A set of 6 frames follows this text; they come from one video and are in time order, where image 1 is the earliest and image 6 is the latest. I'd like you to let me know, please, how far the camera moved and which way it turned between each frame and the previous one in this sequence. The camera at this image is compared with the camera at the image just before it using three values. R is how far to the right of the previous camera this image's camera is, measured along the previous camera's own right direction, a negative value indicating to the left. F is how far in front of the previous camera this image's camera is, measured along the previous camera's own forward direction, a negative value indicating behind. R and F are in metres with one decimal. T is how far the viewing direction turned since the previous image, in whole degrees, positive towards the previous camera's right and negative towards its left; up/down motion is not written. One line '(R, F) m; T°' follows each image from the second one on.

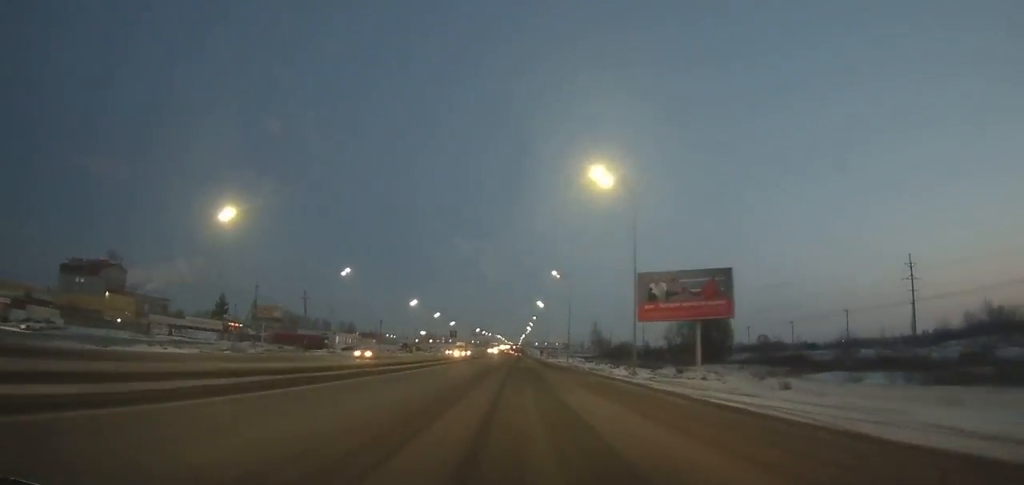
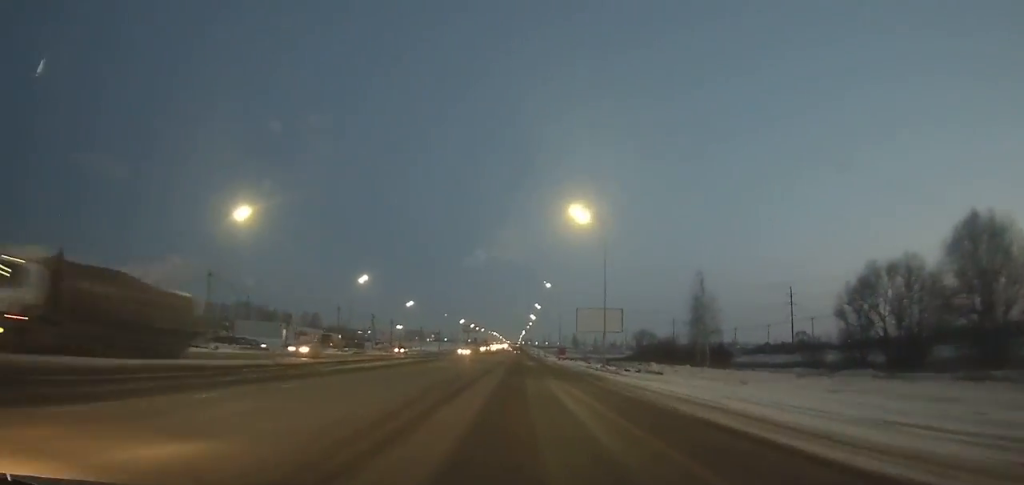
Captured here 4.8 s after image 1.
(+0.1, +82.7) m; 0°
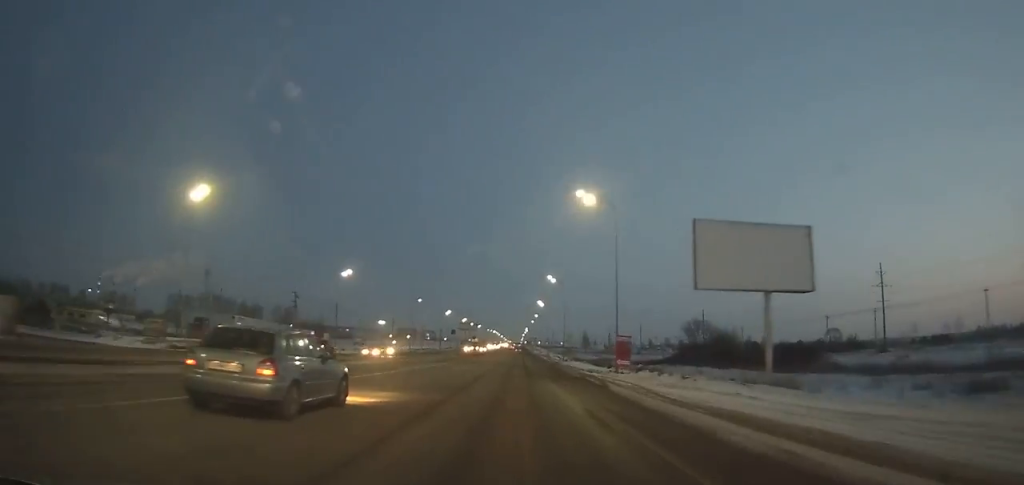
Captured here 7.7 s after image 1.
(-0.1, +50.5) m; 0°
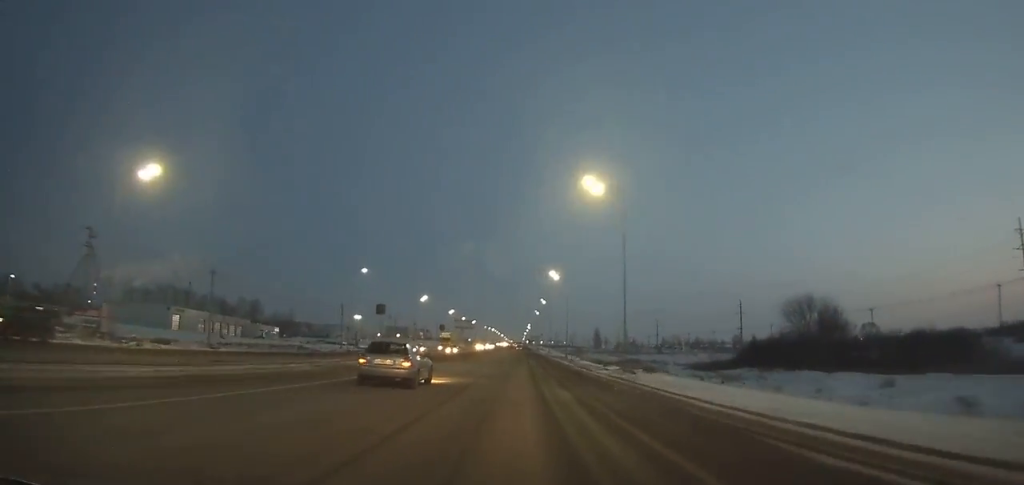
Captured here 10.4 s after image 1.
(-0.1, +47.6) m; 0°
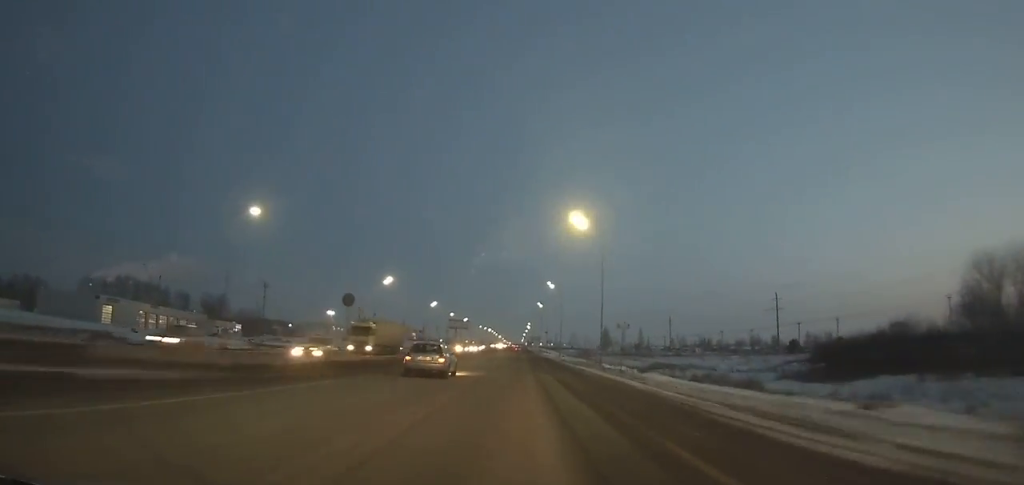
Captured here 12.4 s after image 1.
(0.0, +35.6) m; 0°
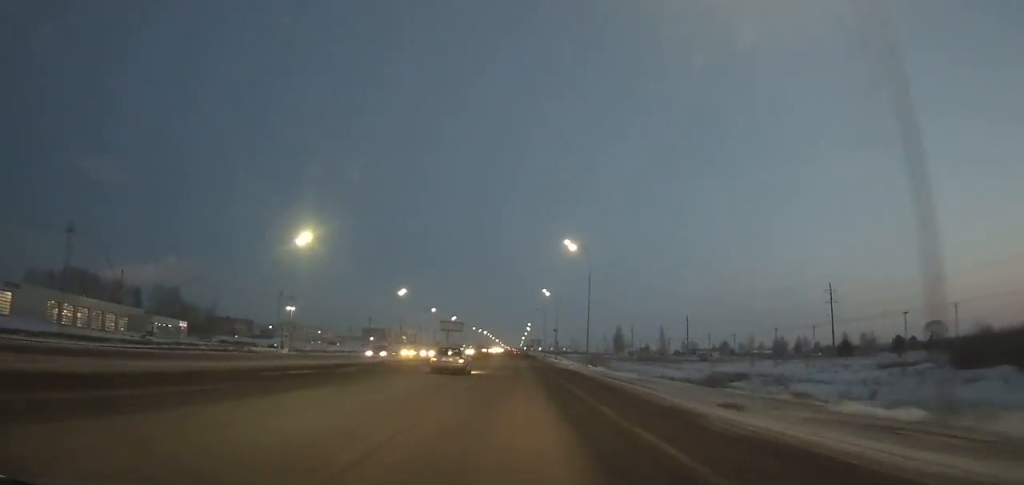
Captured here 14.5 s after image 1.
(+0.1, +37.9) m; 0°
